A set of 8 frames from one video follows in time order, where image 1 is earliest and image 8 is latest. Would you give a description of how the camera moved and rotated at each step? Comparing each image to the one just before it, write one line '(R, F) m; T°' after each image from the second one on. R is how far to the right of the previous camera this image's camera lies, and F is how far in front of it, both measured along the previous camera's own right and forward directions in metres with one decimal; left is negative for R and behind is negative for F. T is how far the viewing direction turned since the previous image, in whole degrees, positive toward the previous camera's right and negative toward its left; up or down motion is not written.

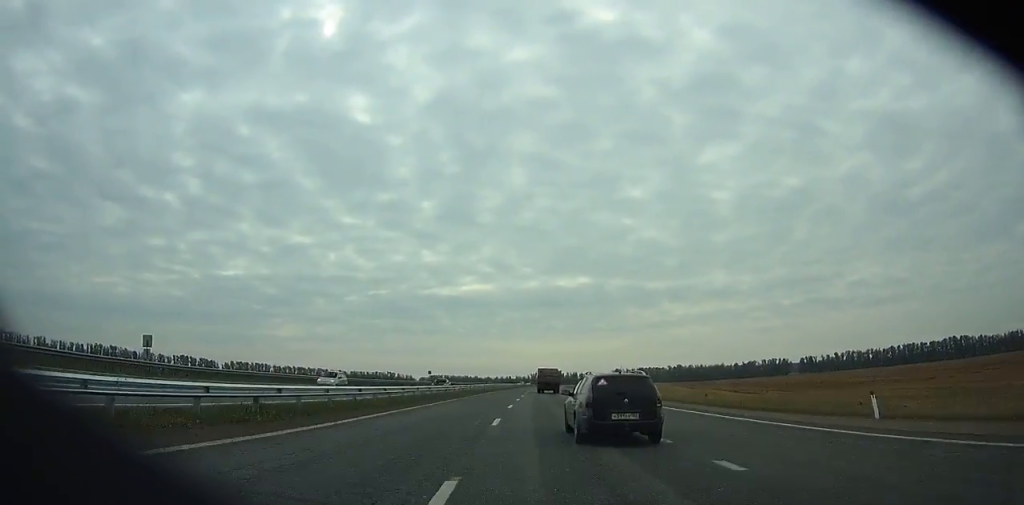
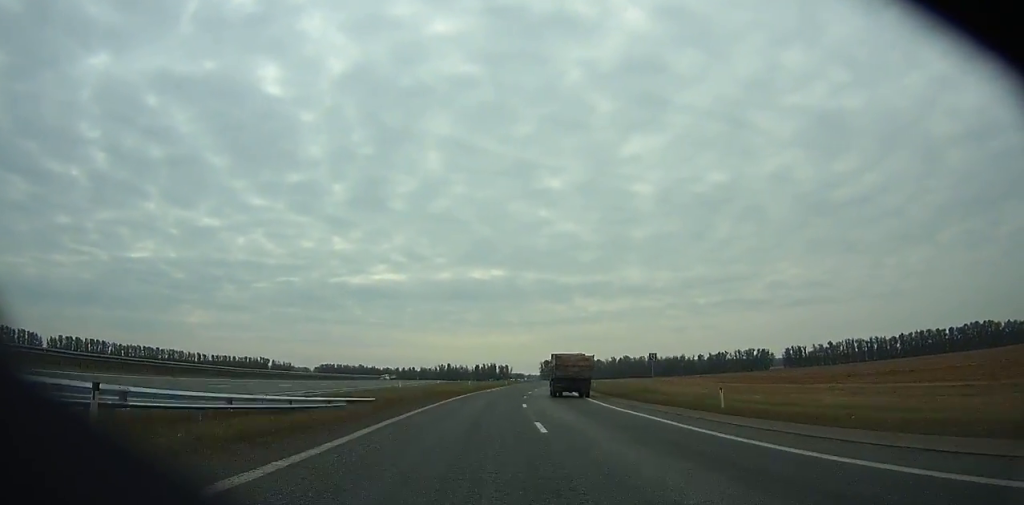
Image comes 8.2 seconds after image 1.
(+9.5, +188.8) m; +7°
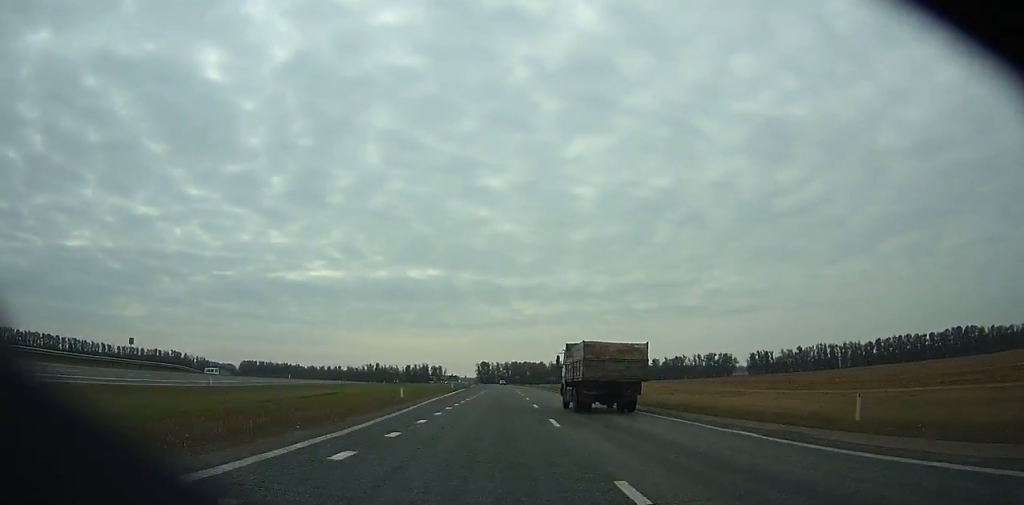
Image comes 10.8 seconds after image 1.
(+1.7, +67.0) m; +3°
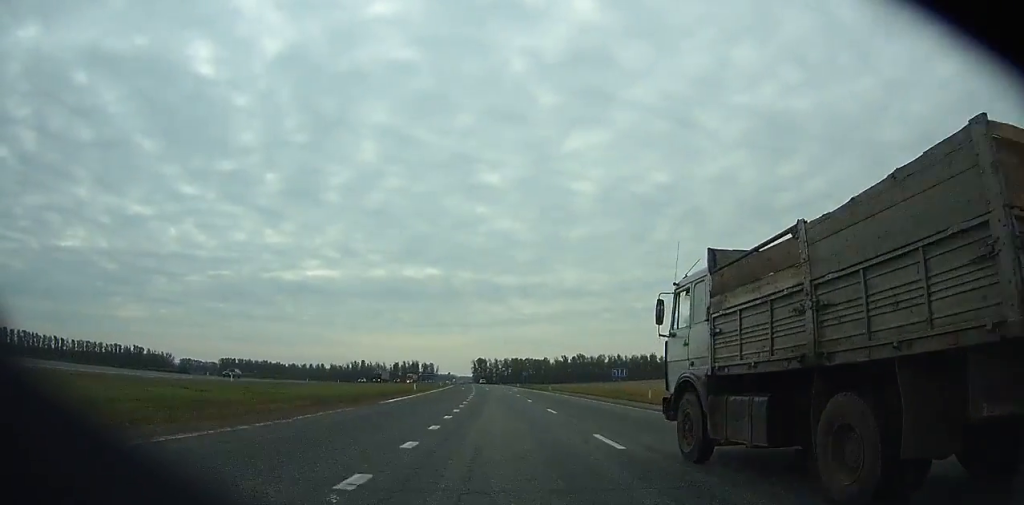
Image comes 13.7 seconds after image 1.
(+2.9, +76.8) m; +3°
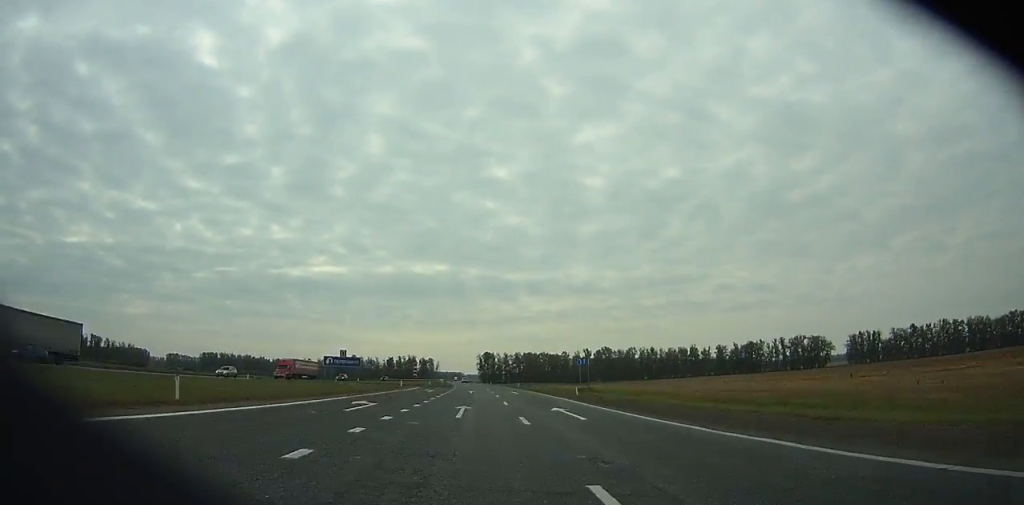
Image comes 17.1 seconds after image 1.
(+0.5, +91.1) m; 0°
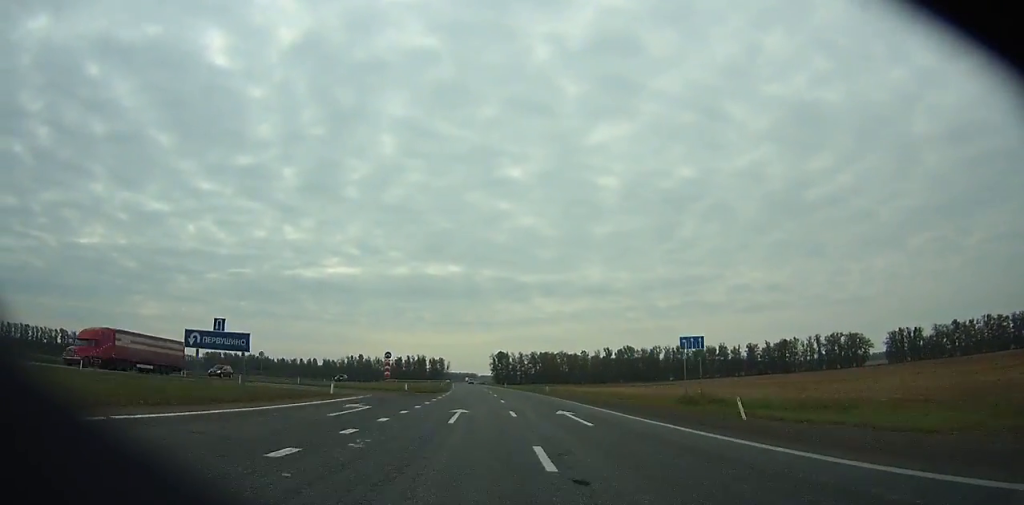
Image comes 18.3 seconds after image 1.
(+0.2, +32.1) m; -1°
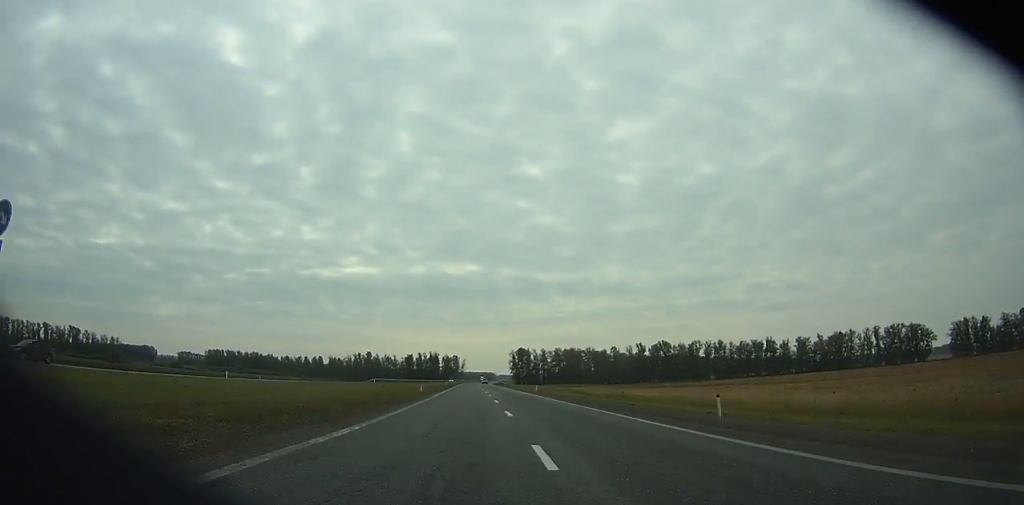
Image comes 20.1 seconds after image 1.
(-0.7, +48.0) m; -1°
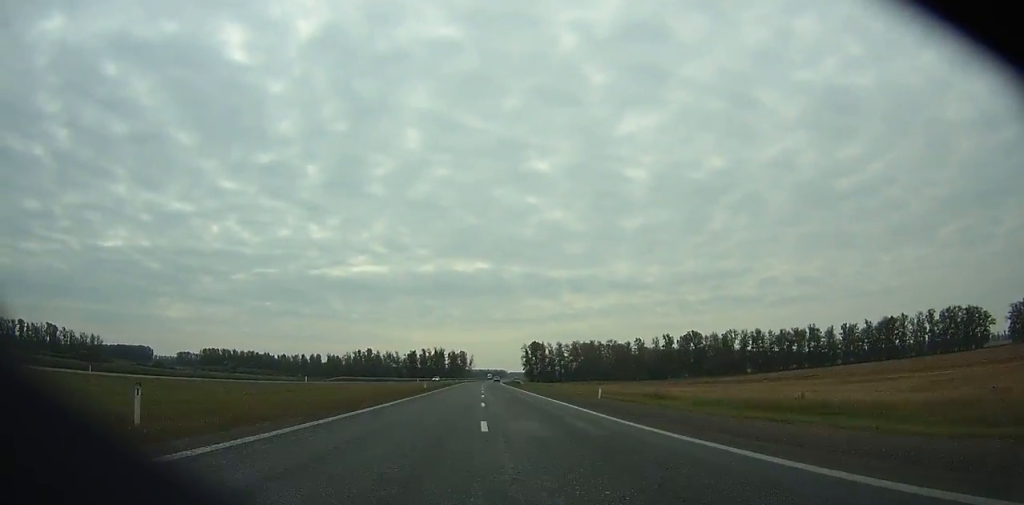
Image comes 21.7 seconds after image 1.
(-0.2, +42.6) m; -1°
